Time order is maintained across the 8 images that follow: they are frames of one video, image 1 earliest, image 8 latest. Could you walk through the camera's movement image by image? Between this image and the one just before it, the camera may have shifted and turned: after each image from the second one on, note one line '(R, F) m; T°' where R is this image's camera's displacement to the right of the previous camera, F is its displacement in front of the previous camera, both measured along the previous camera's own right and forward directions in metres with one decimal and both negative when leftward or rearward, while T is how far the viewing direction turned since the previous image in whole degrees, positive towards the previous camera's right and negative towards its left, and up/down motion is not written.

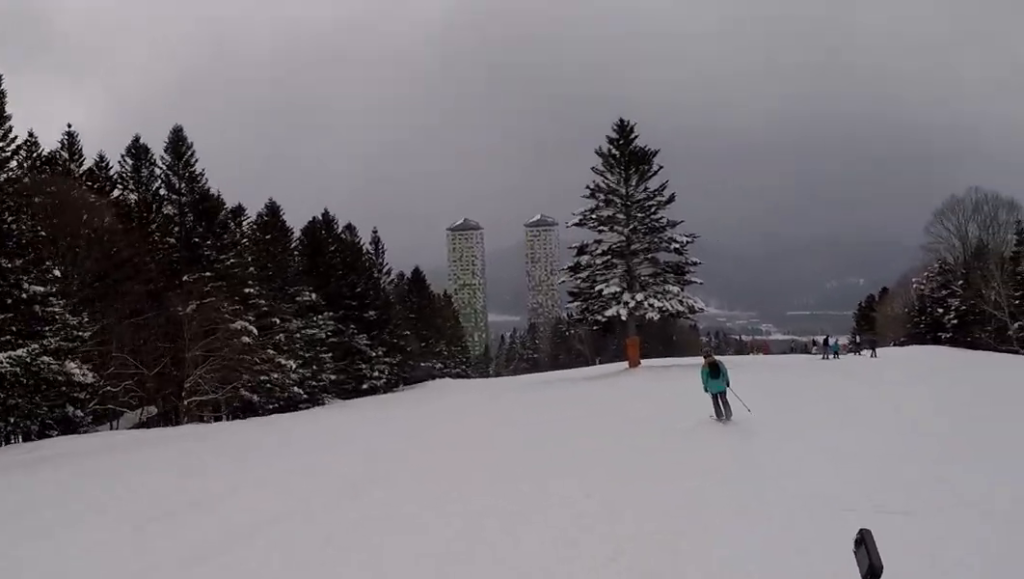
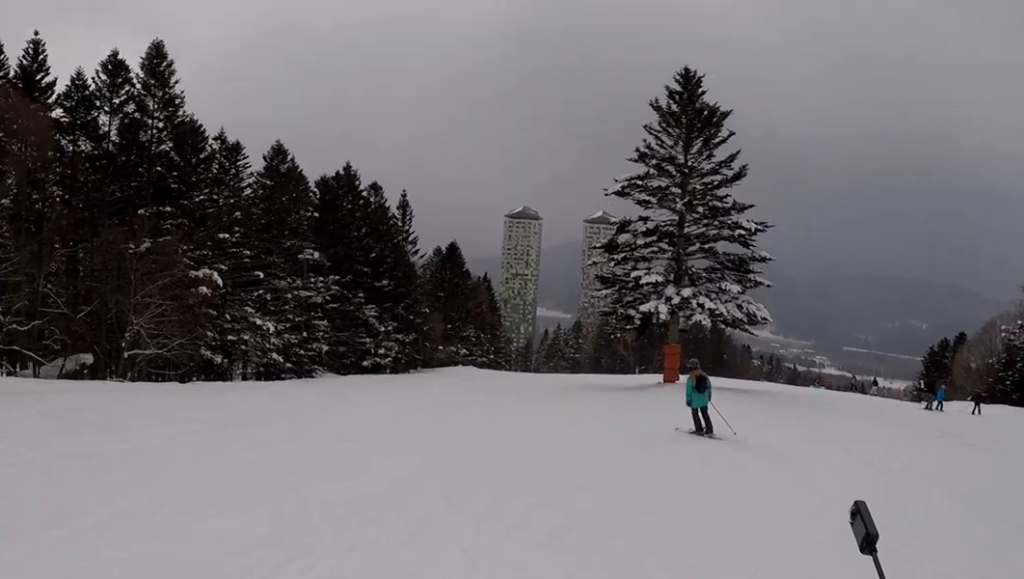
(-0.6, +8.6) m; -11°
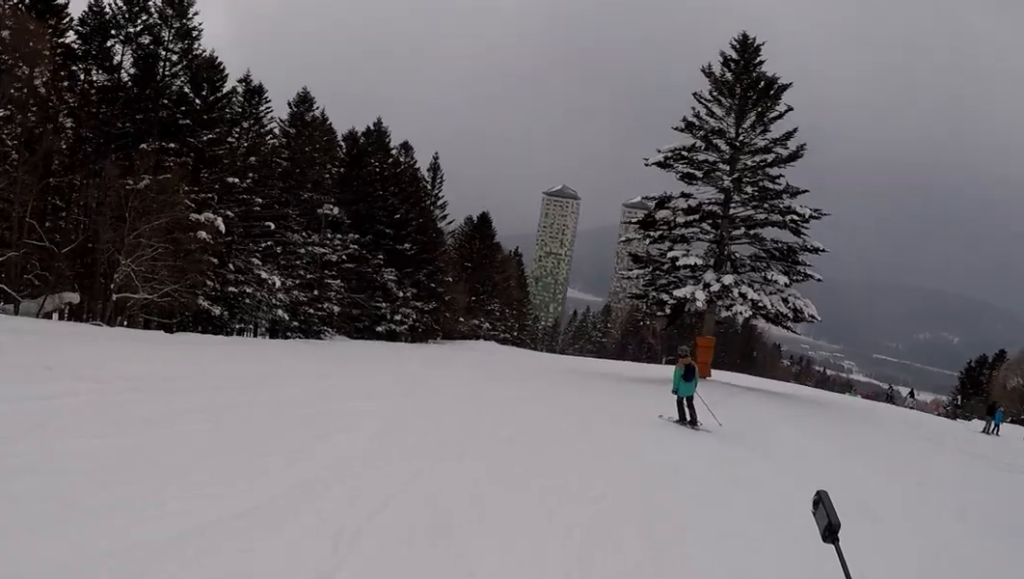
(-0.2, +3.2) m; -2°
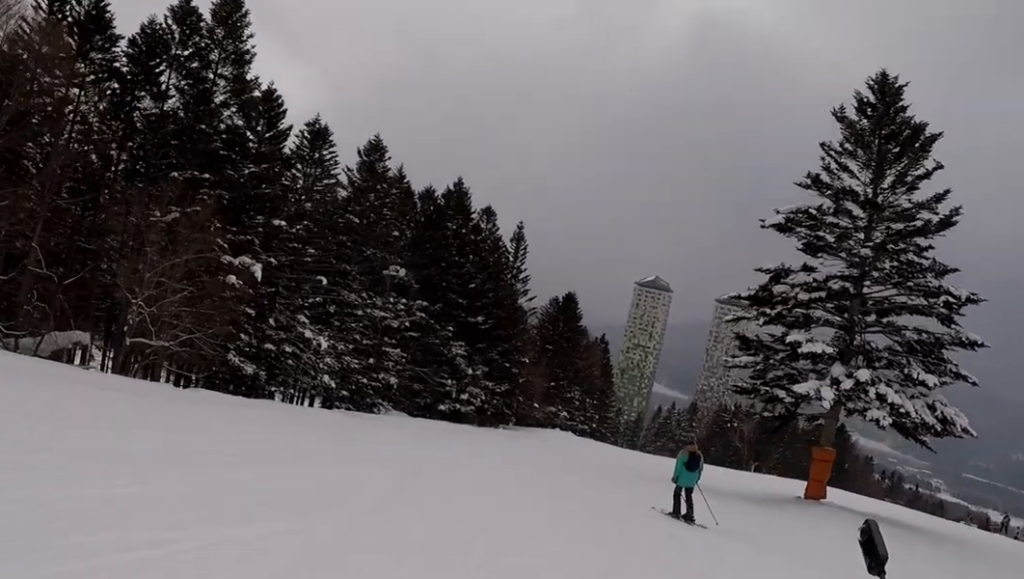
(-0.7, +5.8) m; -2°
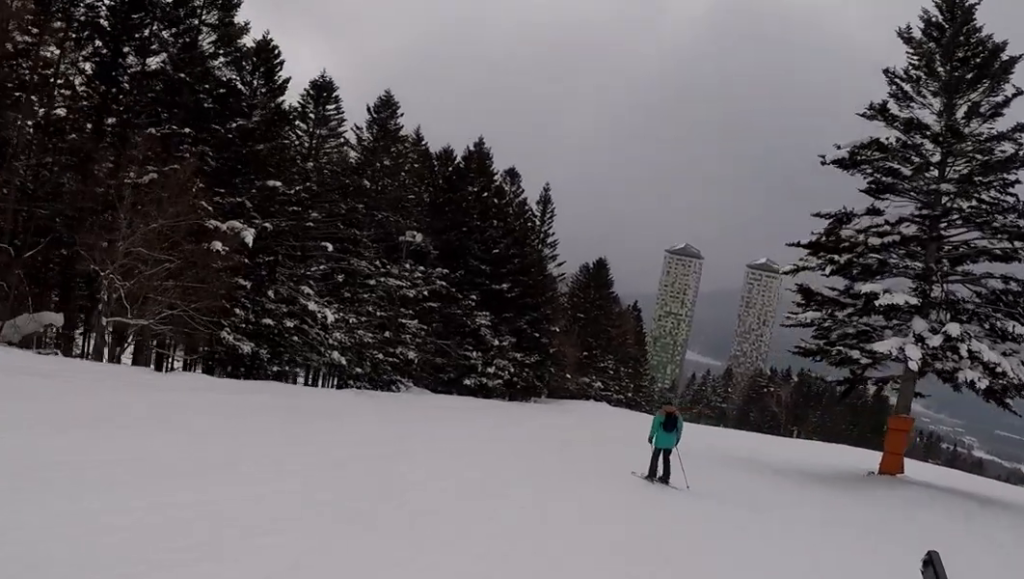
(+0.3, +3.9) m; +3°
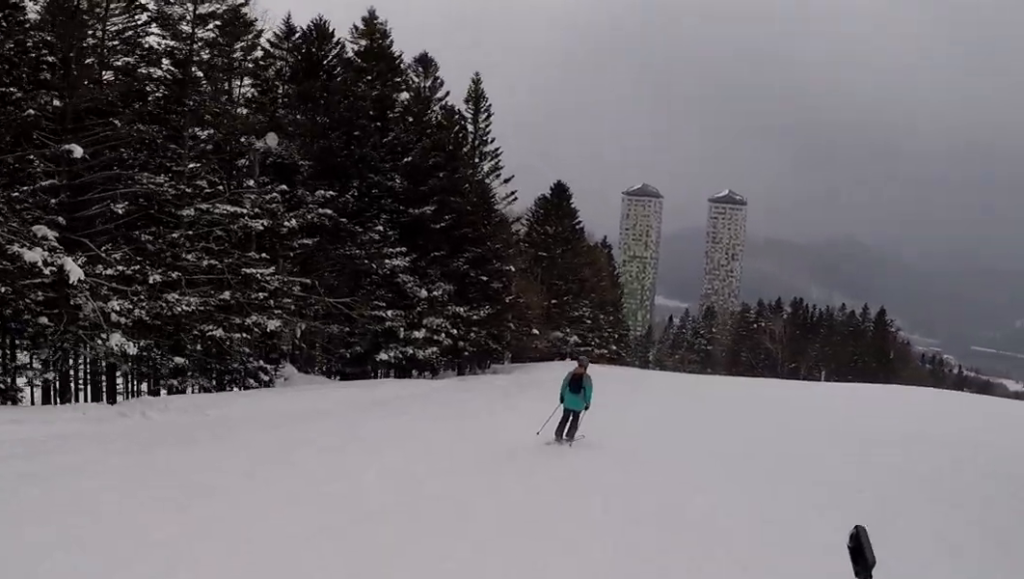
(+1.8, +17.1) m; +15°
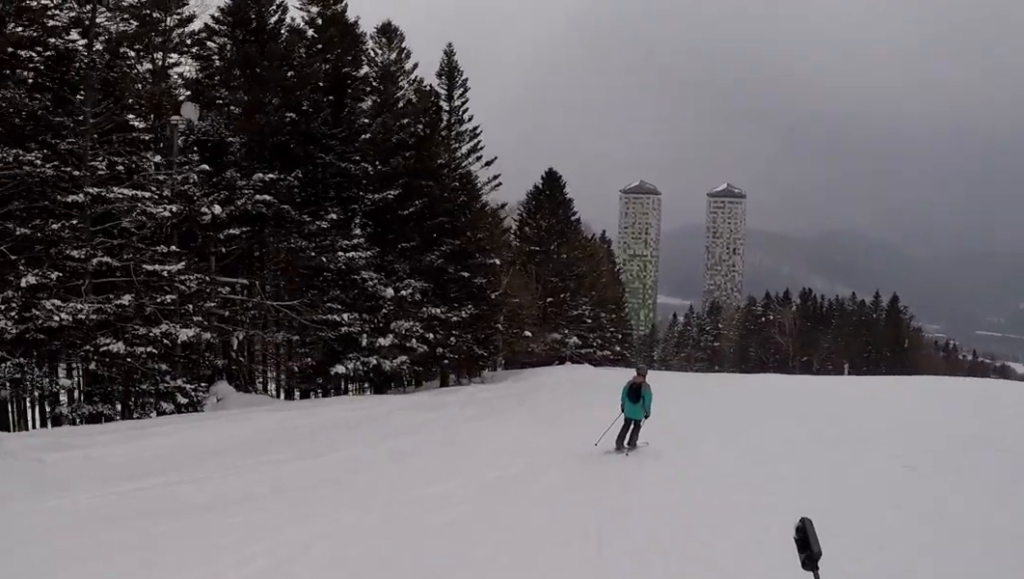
(+0.5, +5.5) m; +7°
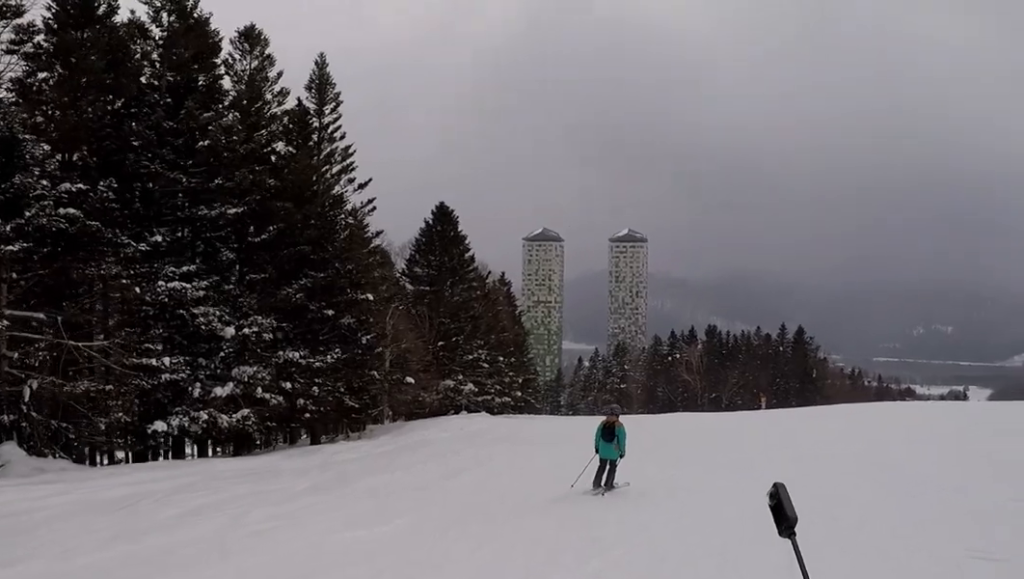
(+0.5, +5.4) m; +5°
